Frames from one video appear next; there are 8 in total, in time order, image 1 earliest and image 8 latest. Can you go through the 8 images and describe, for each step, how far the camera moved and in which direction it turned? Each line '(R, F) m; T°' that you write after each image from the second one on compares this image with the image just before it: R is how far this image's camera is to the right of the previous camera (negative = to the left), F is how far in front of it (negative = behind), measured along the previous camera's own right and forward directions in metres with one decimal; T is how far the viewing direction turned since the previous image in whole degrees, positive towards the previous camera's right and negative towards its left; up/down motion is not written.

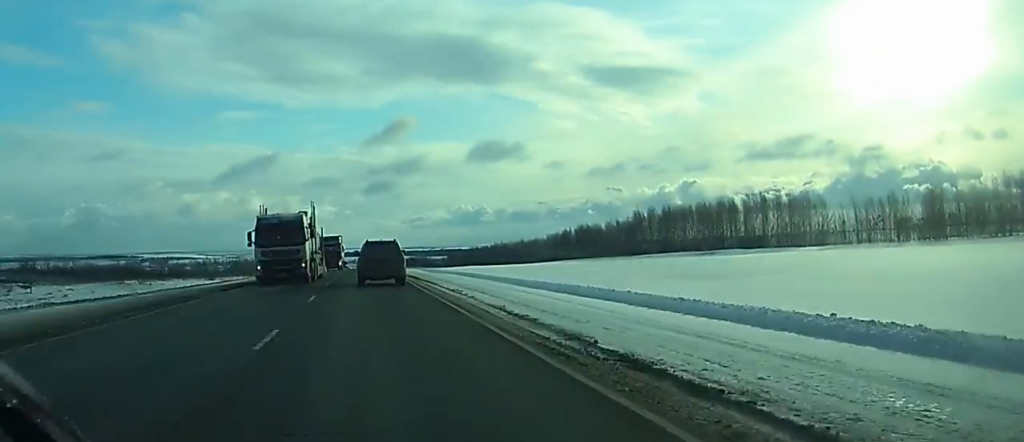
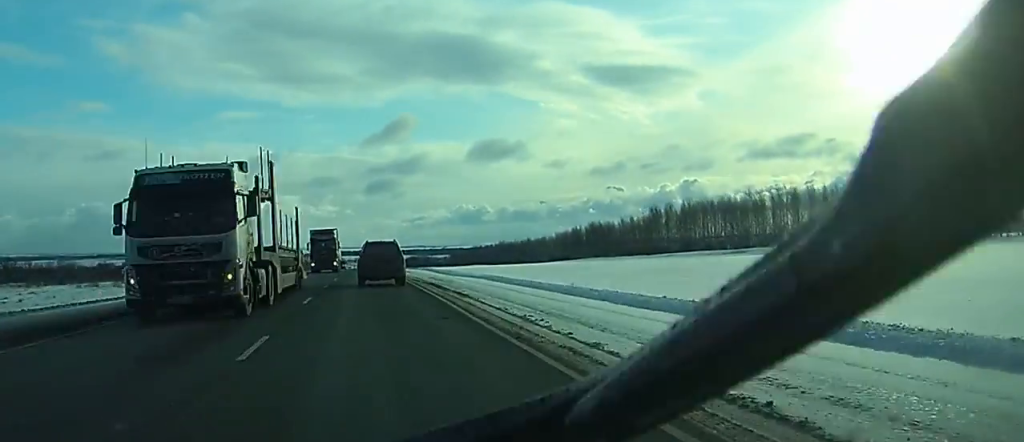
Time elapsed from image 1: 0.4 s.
(0.0, +13.2) m; 0°
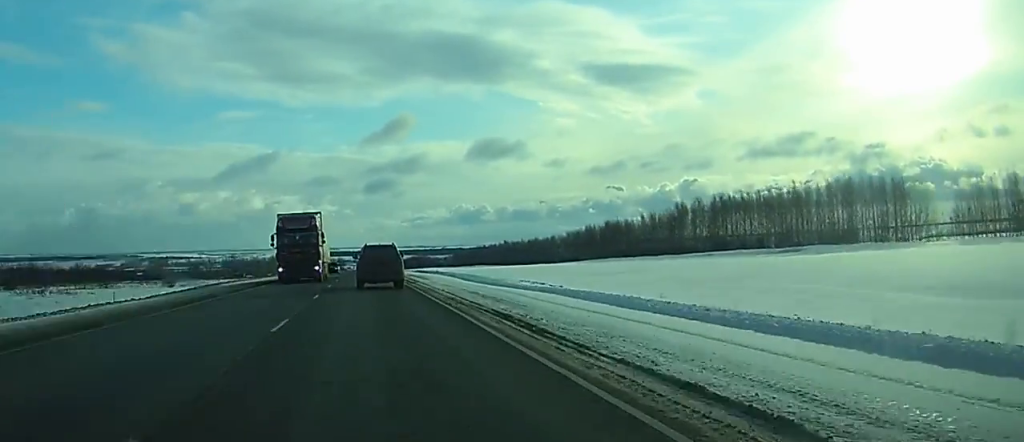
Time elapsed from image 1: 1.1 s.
(+0.2, +19.3) m; +1°
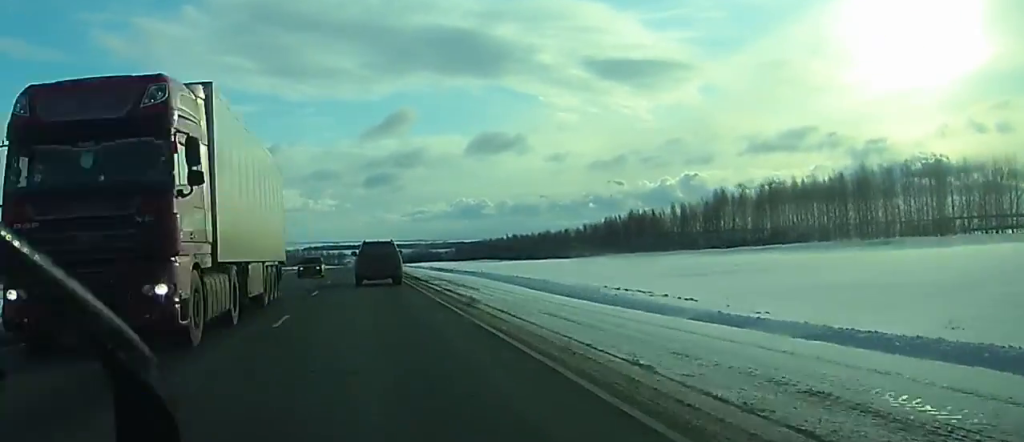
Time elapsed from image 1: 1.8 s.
(+0.1, +23.4) m; 0°
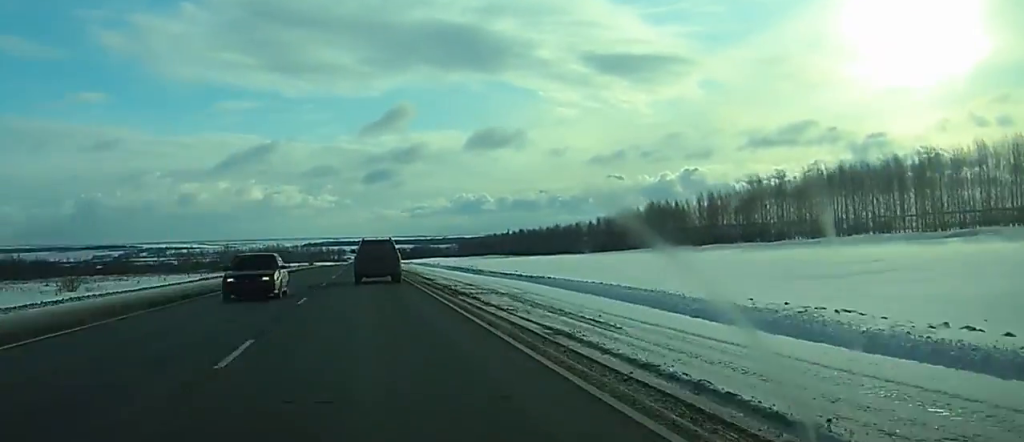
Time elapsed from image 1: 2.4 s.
(+0.1, +17.3) m; 0°
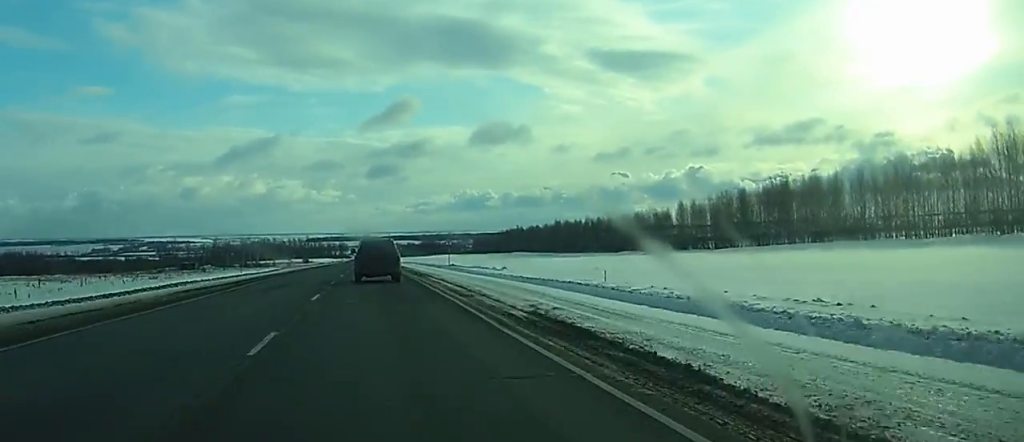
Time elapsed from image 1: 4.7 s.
(-0.9, +70.2) m; -1°
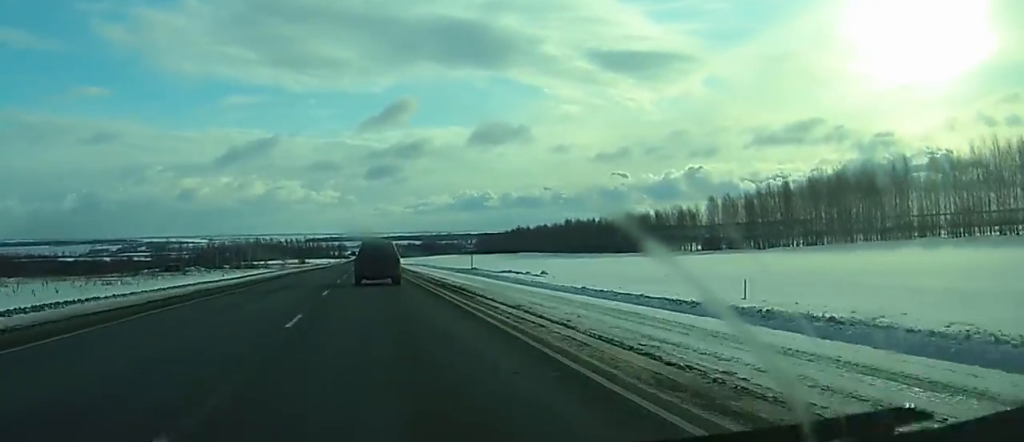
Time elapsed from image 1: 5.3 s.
(0.0, +19.7) m; 0°
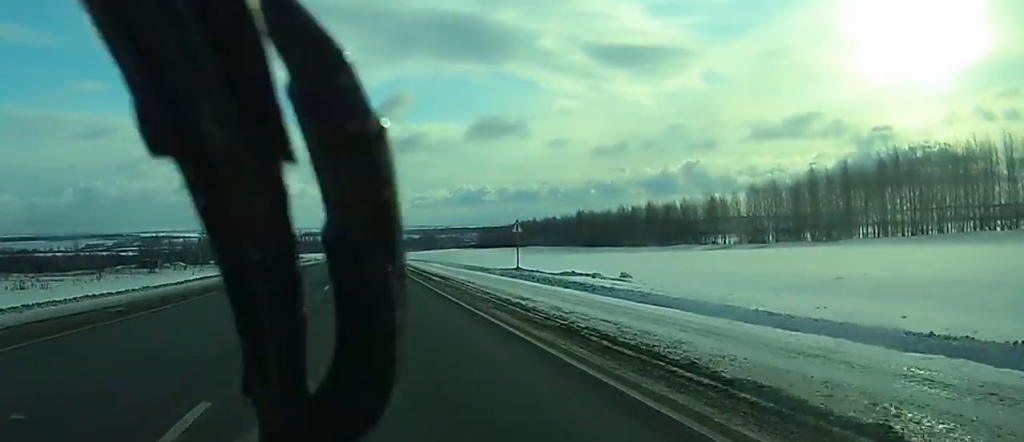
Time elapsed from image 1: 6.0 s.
(0.0, +22.8) m; 0°
